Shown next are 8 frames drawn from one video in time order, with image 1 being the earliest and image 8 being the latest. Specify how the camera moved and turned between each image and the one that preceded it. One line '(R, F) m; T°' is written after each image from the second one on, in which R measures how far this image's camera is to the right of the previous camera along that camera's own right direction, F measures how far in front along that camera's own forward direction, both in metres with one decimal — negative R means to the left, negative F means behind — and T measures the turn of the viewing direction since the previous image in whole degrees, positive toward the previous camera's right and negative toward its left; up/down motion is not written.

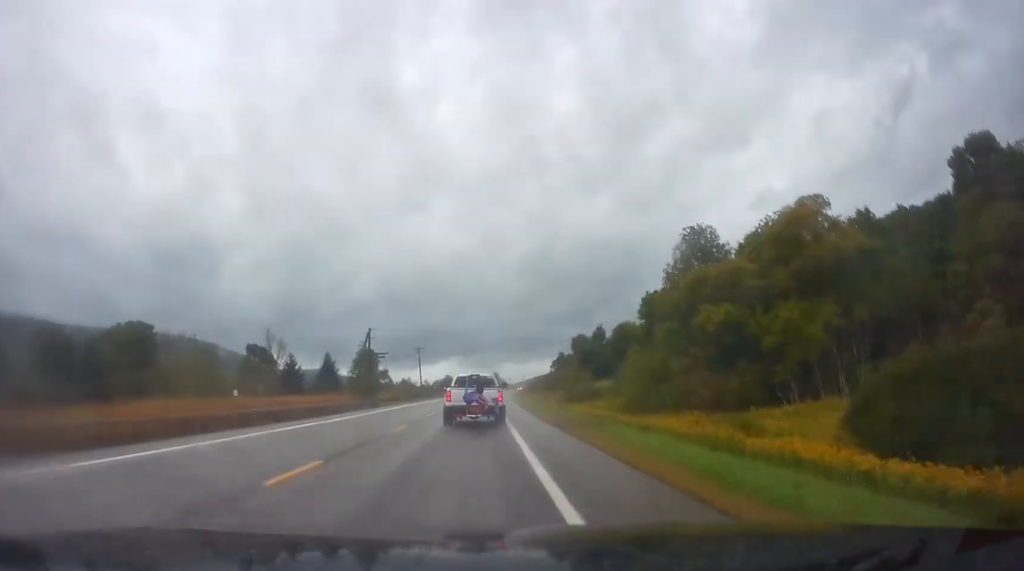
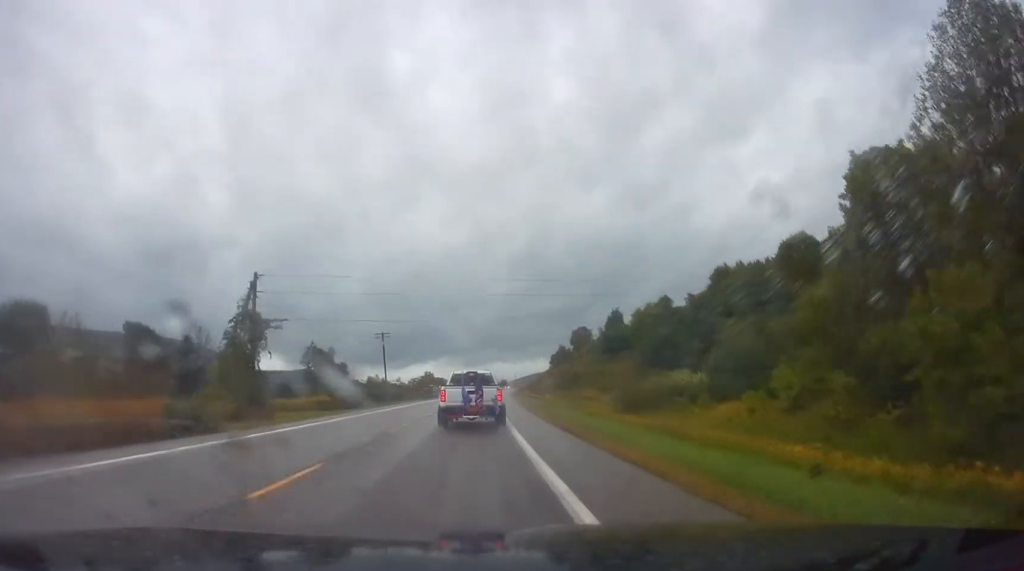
(+1.6, +43.6) m; +2°
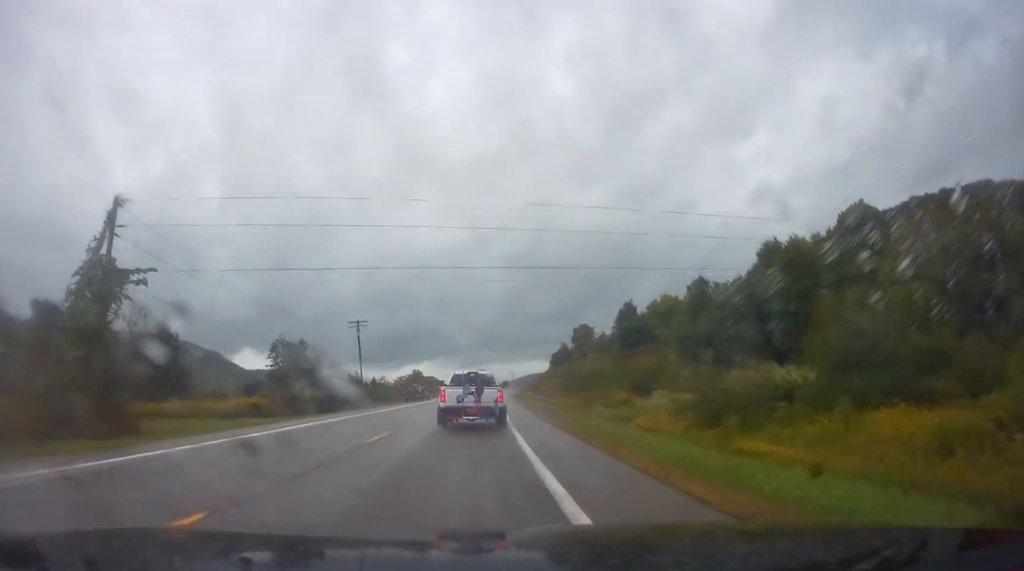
(-0.2, +20.1) m; 0°
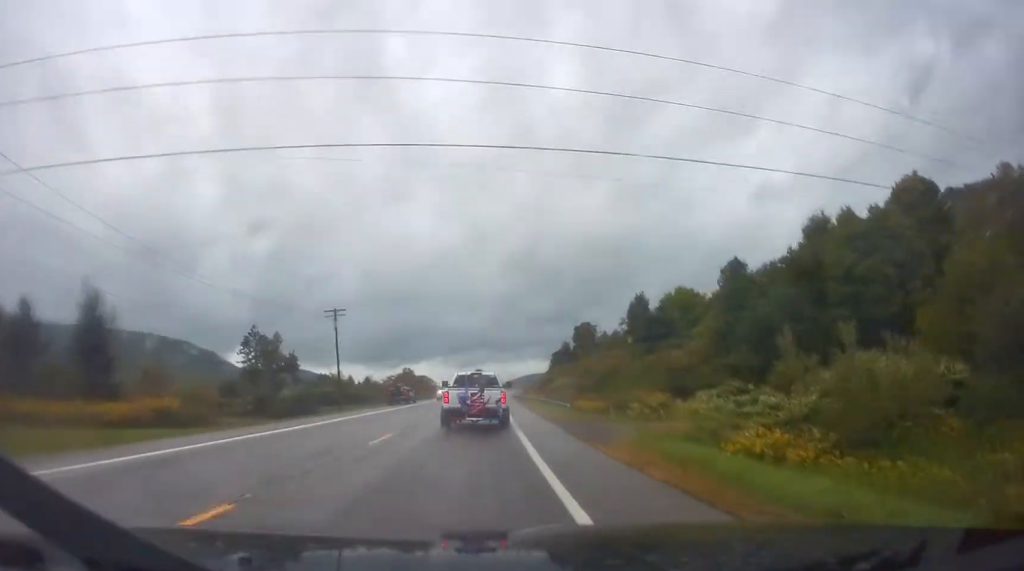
(+0.2, +14.0) m; 0°
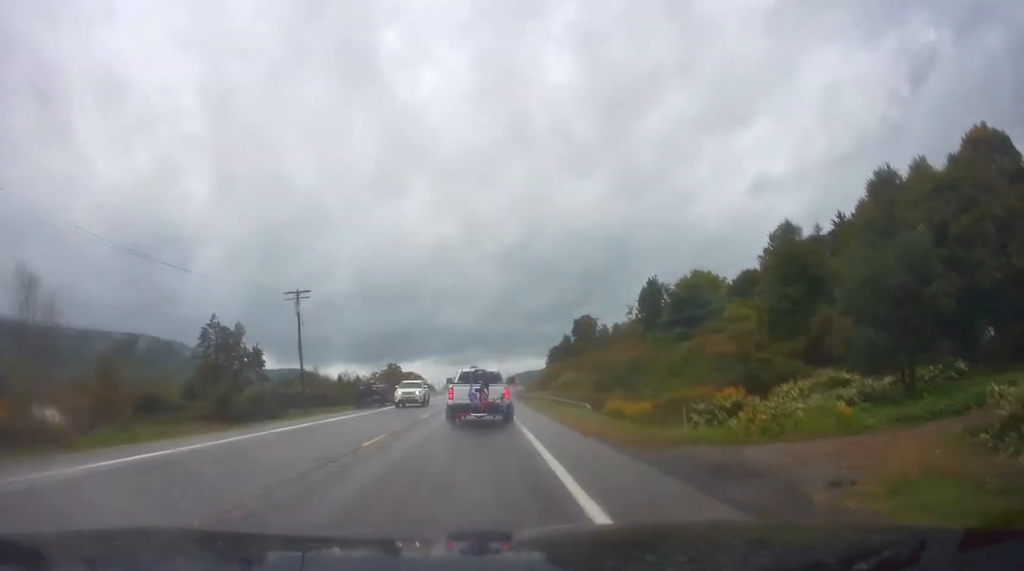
(-0.2, +15.1) m; 0°
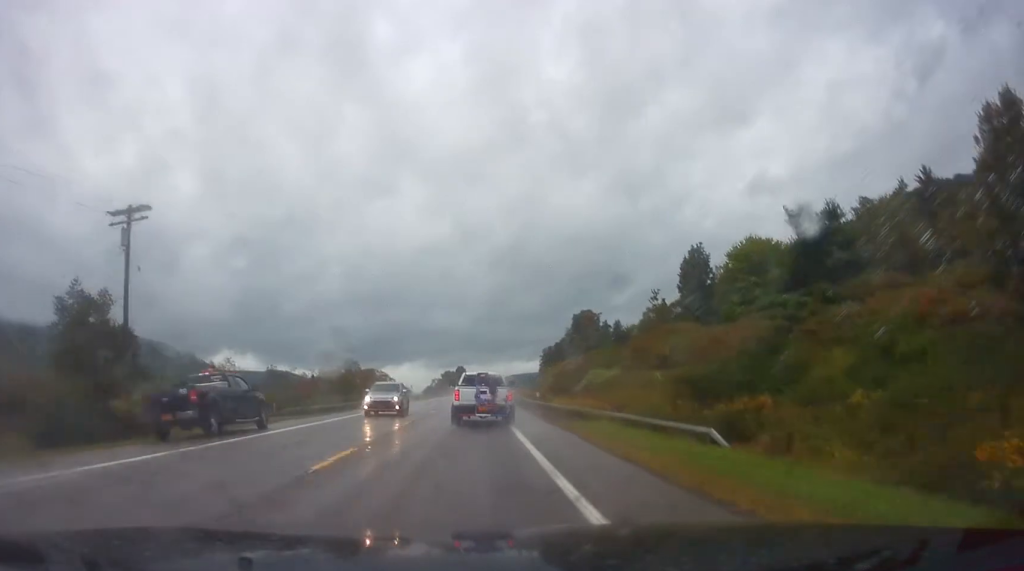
(+0.4, +32.2) m; +1°
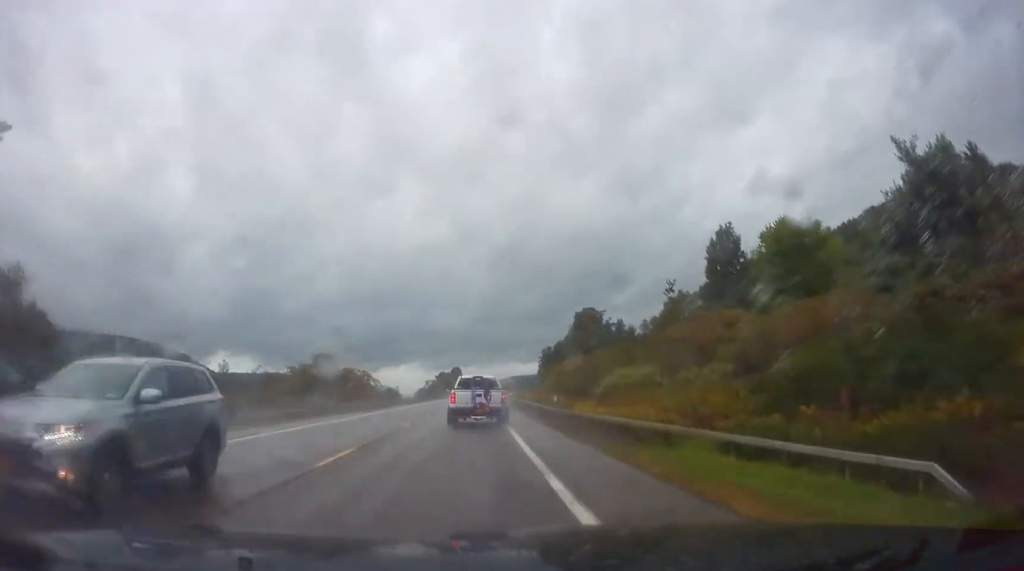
(-0.1, +12.7) m; 0°
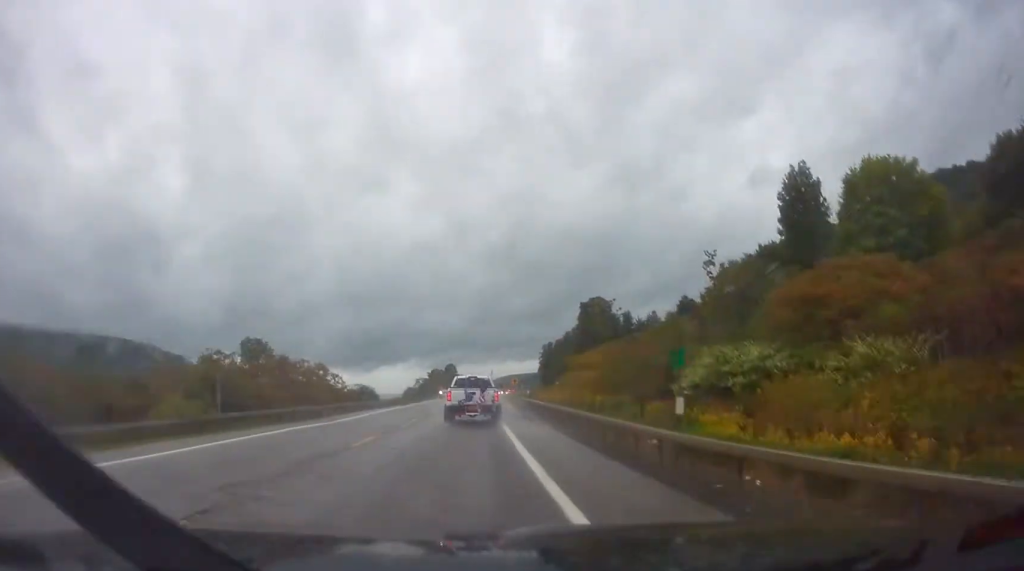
(0.0, +22.2) m; 0°
